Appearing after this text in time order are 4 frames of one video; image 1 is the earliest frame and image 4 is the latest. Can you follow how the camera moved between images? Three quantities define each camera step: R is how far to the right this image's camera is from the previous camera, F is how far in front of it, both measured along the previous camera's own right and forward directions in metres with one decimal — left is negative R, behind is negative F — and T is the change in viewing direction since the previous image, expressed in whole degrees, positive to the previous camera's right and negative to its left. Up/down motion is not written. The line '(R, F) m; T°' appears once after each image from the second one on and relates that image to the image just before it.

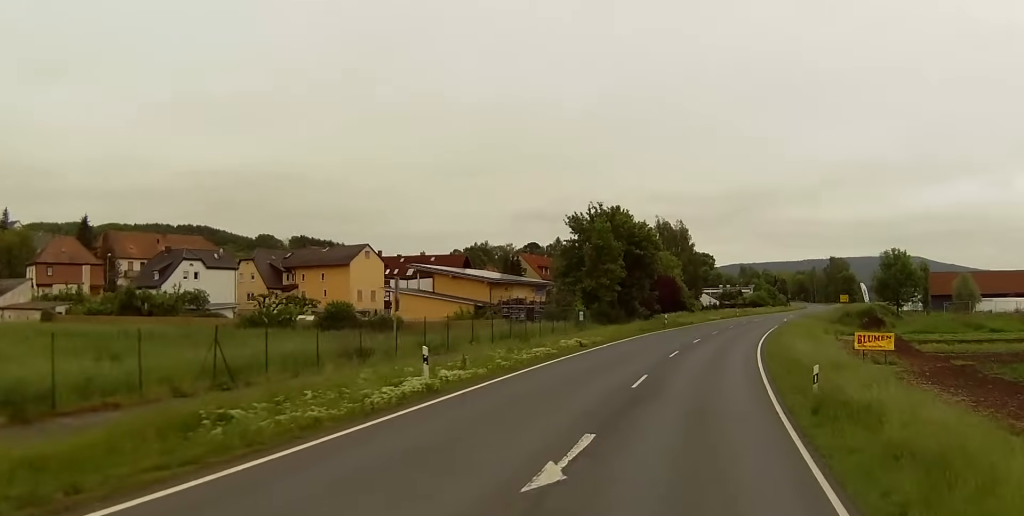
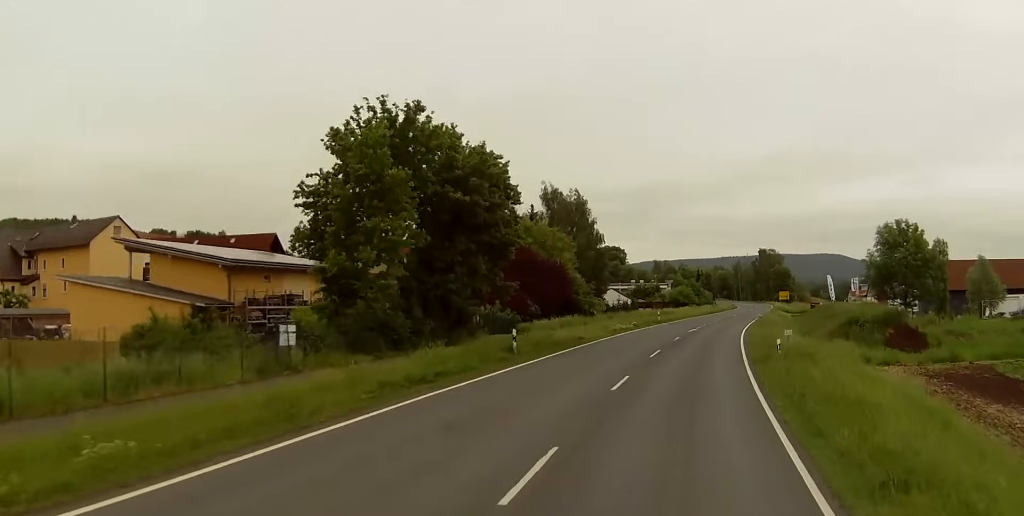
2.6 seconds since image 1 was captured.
(+1.9, +40.2) m; +6°
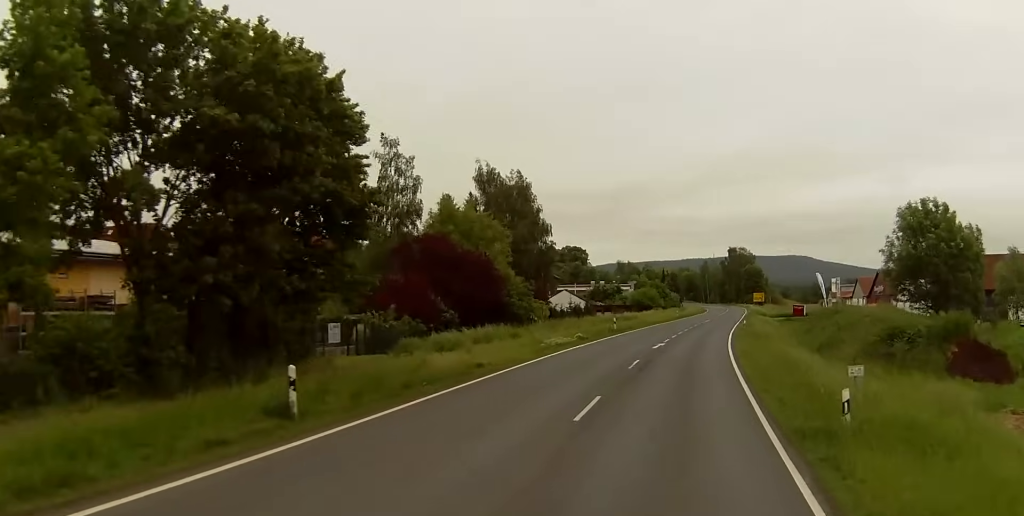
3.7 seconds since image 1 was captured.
(+0.2, +16.7) m; +1°
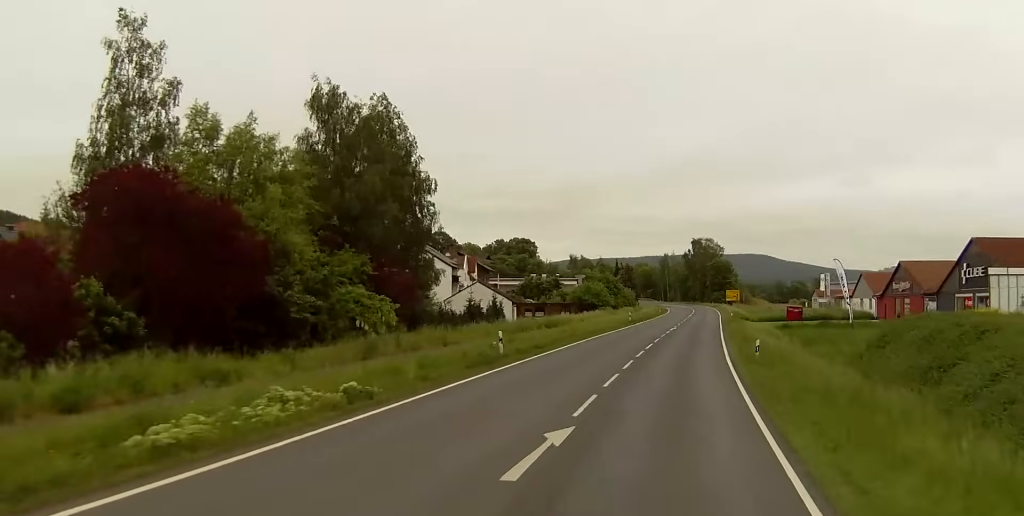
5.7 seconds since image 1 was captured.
(+0.3, +27.2) m; +1°
